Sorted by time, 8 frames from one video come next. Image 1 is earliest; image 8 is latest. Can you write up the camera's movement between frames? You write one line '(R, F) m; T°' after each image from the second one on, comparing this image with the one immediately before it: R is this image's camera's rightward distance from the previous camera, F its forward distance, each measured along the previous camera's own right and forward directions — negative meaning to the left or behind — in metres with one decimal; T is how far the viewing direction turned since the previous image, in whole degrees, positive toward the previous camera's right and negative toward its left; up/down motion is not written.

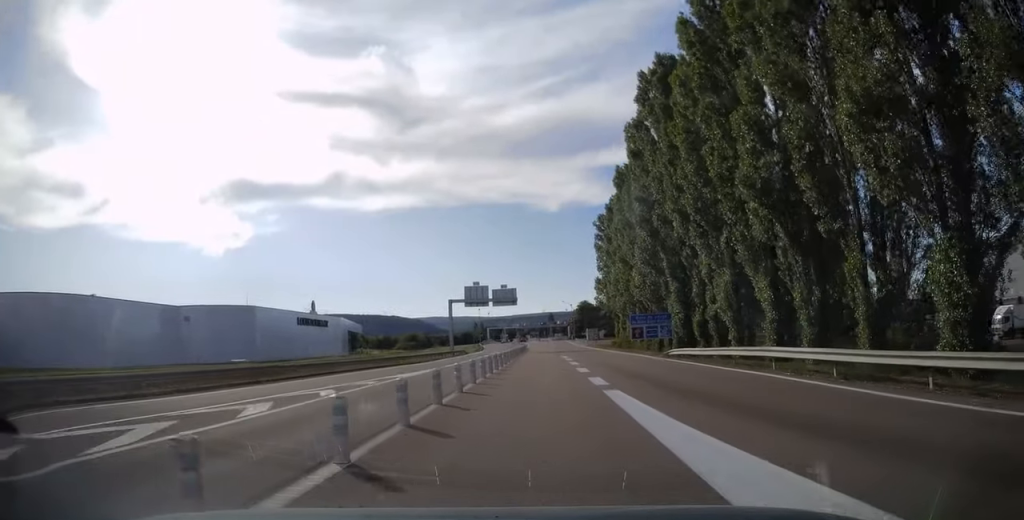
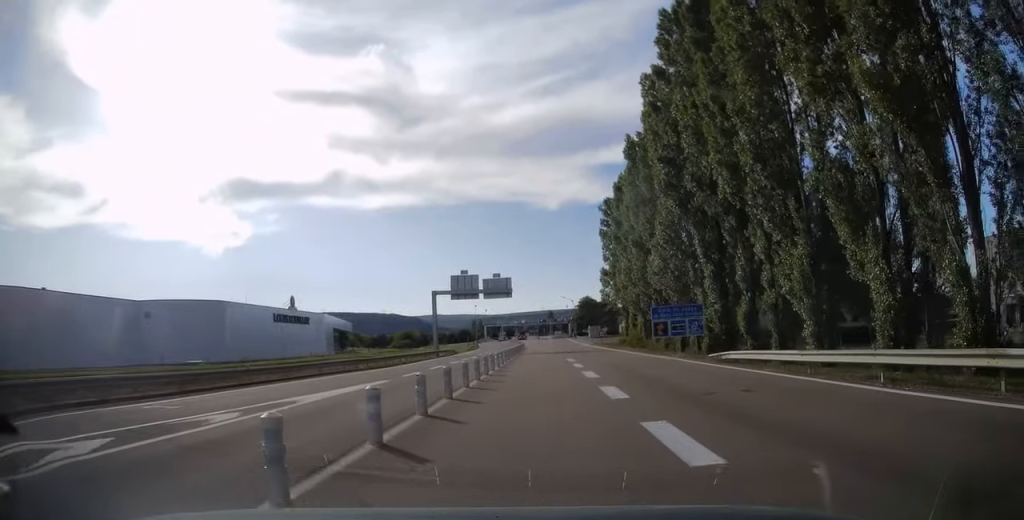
(-0.1, +11.0) m; +1°
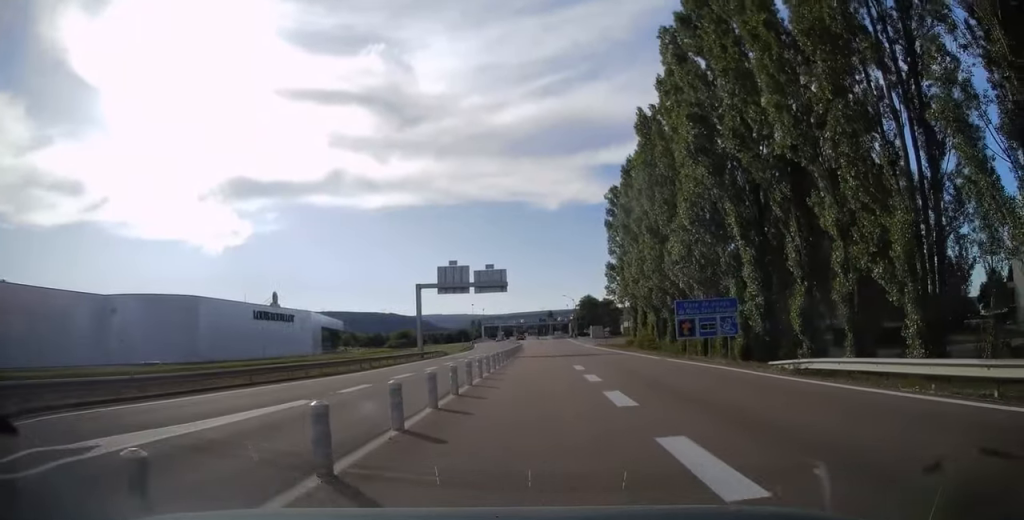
(+0.2, +8.0) m; 0°
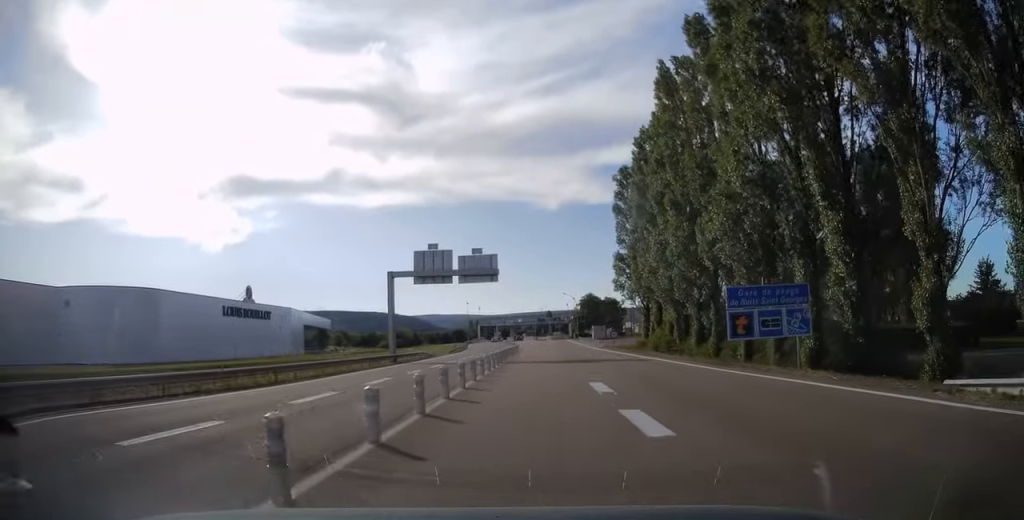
(+0.2, +10.2) m; 0°
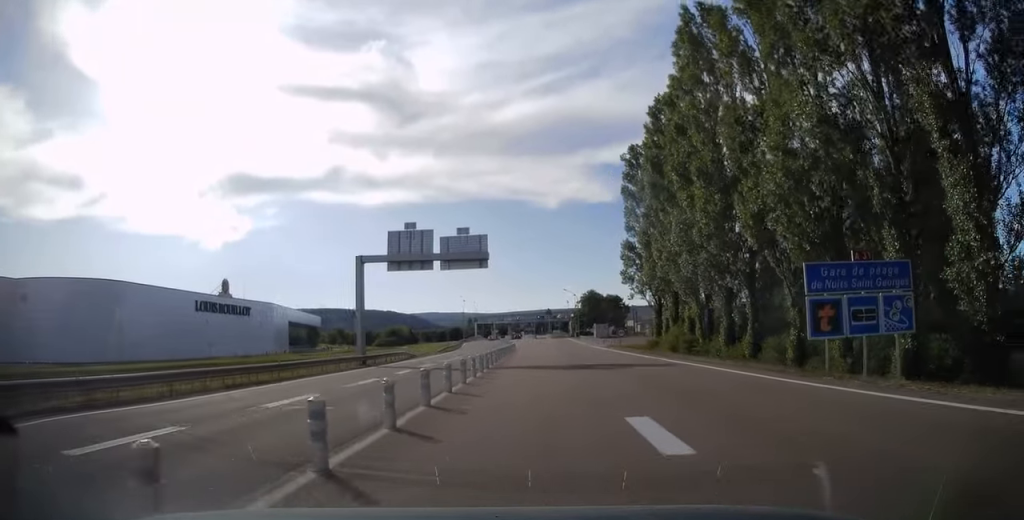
(-0.1, +7.9) m; -1°
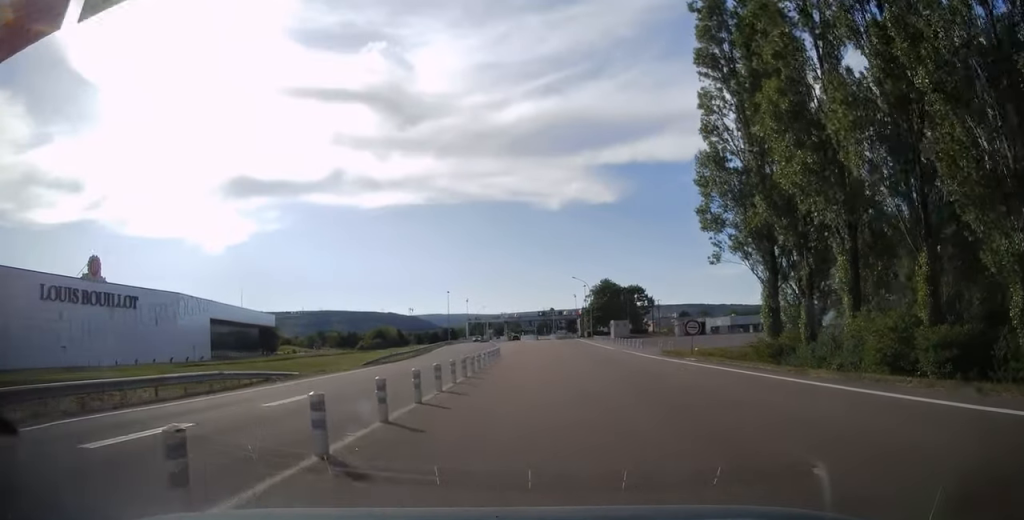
(-0.2, +32.3) m; 0°
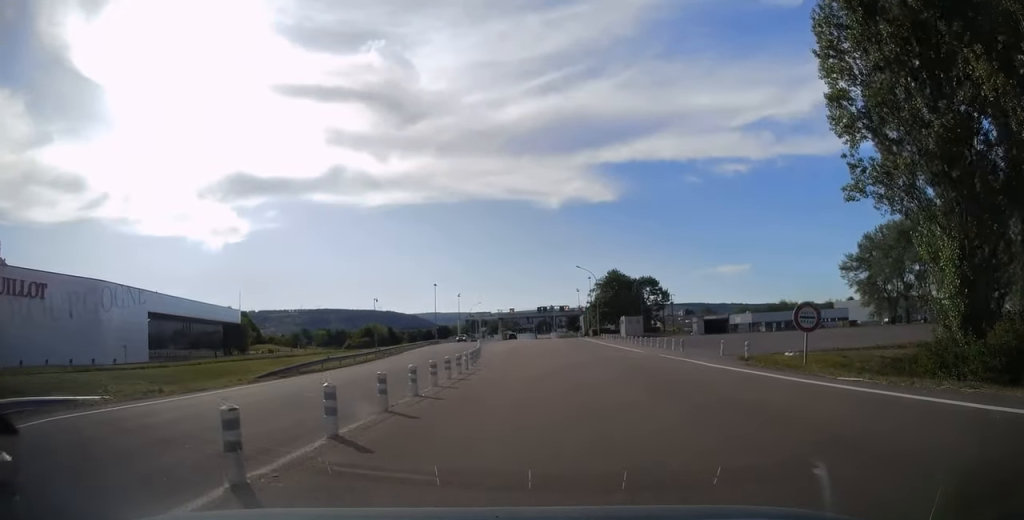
(+0.1, +17.0) m; 0°
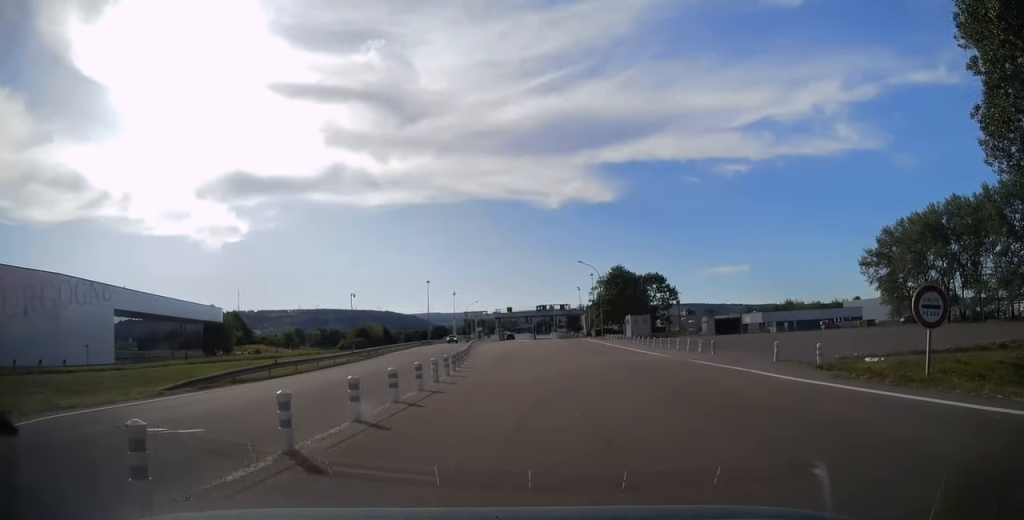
(0.0, +7.5) m; 0°
